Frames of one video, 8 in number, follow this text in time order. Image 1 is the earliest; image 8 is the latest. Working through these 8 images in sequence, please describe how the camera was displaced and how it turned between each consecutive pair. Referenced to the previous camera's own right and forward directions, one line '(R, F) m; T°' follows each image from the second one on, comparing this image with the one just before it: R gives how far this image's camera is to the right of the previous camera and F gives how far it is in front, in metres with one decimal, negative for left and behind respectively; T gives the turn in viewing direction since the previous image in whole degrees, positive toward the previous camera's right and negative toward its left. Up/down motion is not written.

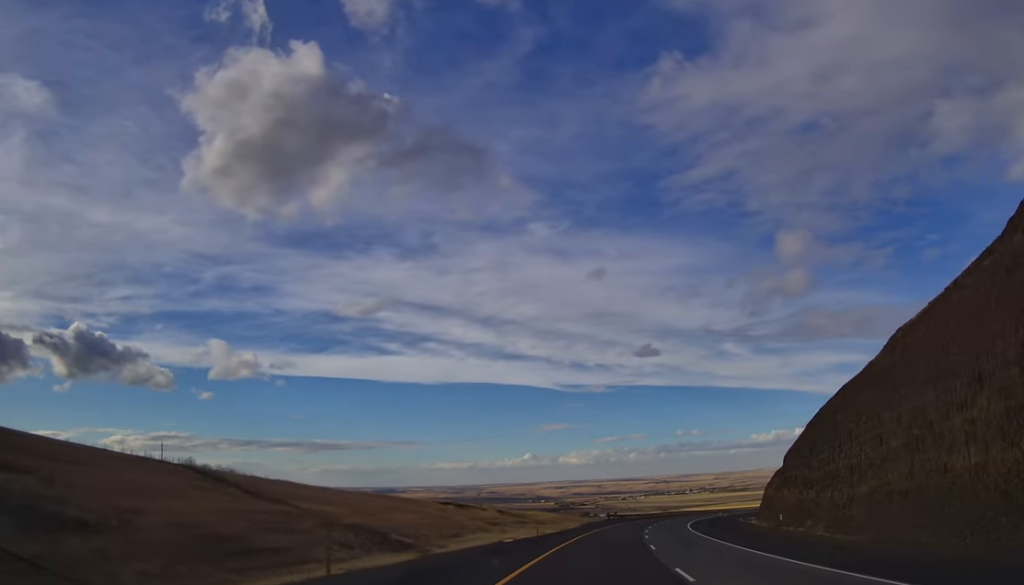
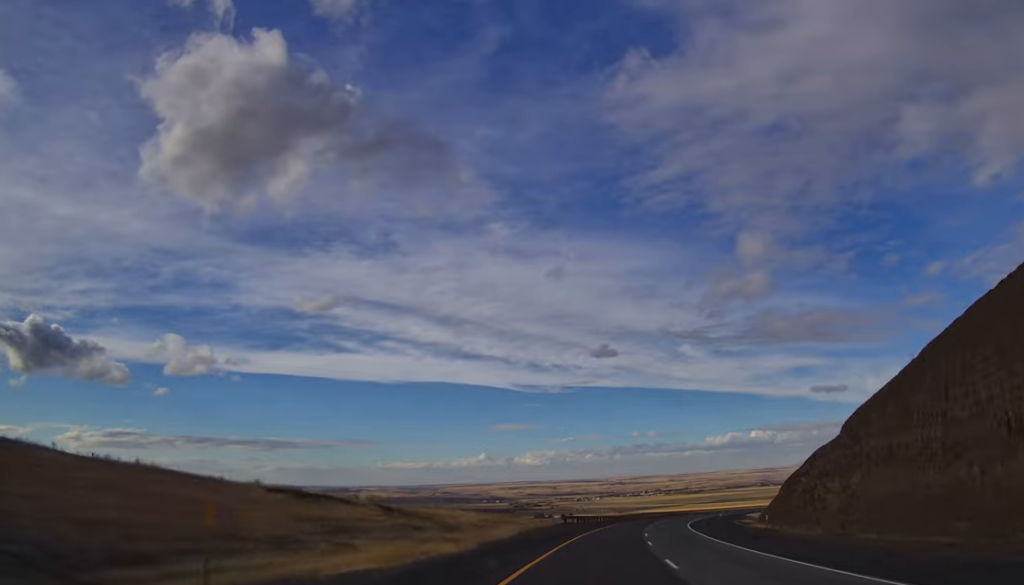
(+1.9, +33.4) m; +6°
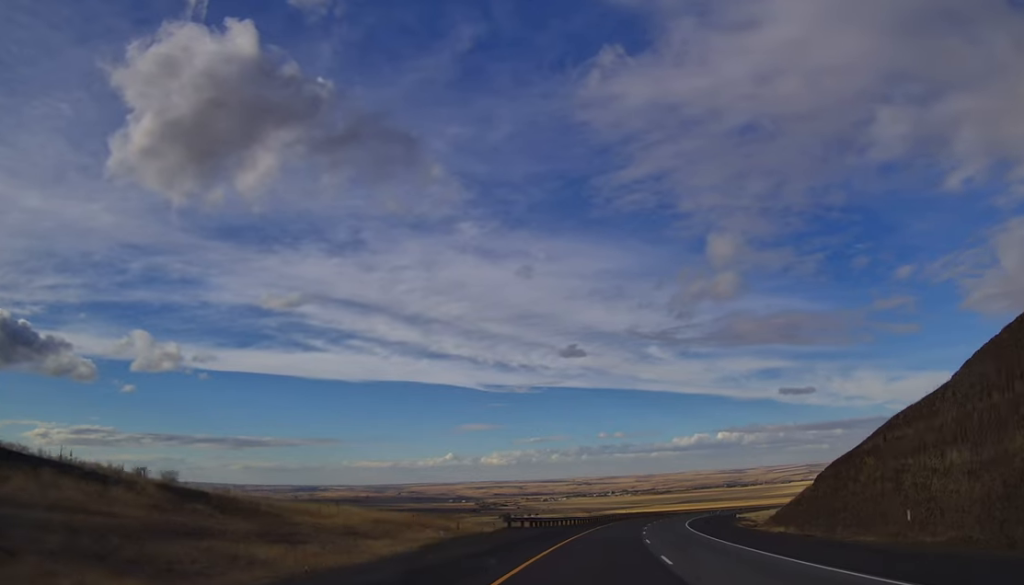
(+0.9, +23.9) m; +4°
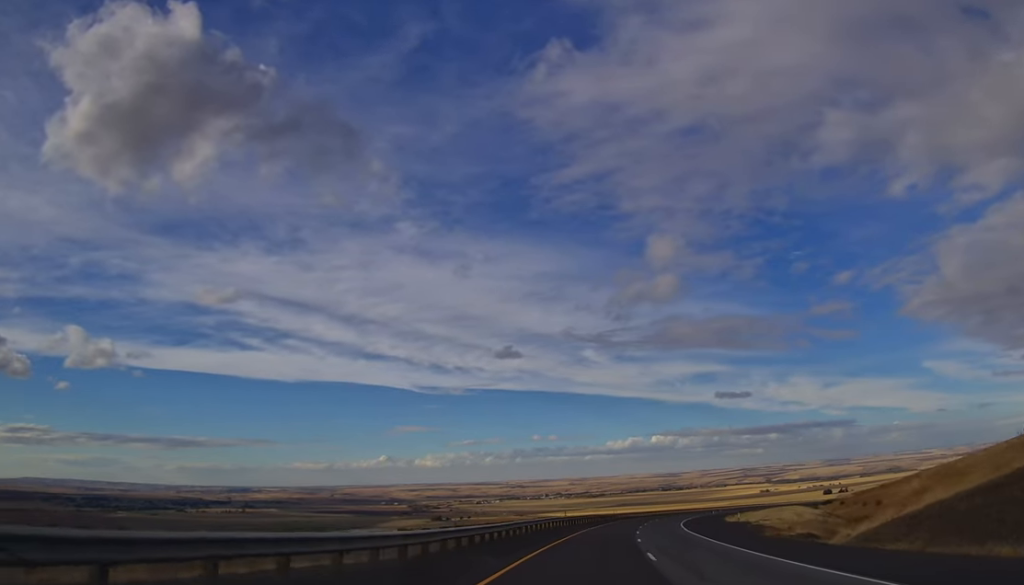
(+2.4, +48.2) m; +5°
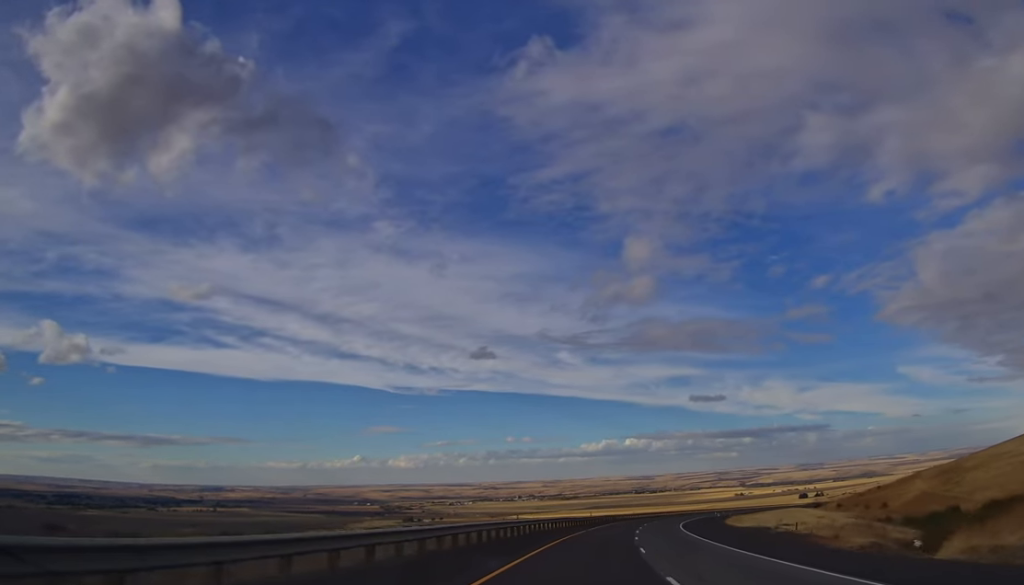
(+0.4, +20.9) m; +2°
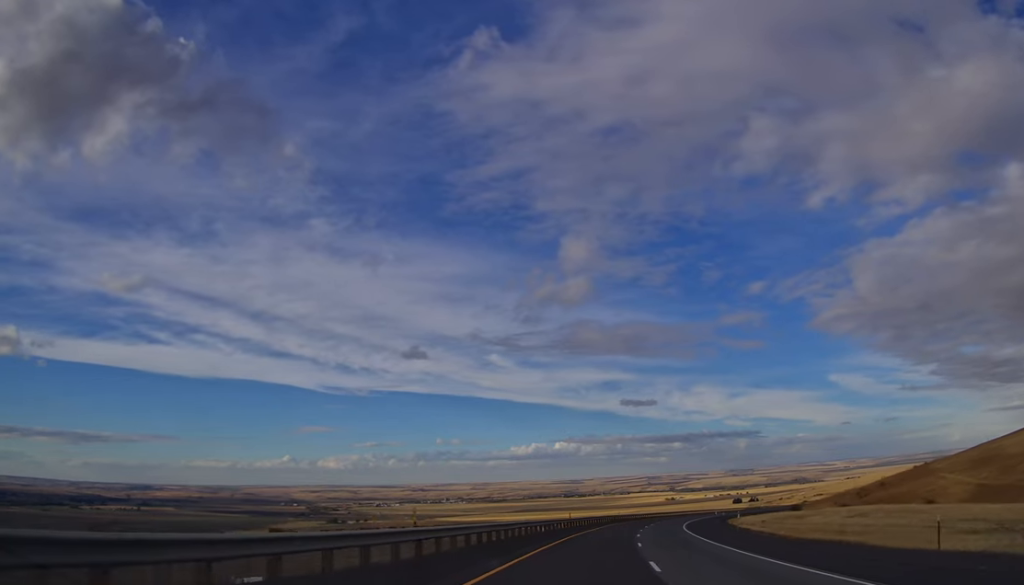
(+2.8, +57.4) m; +6°
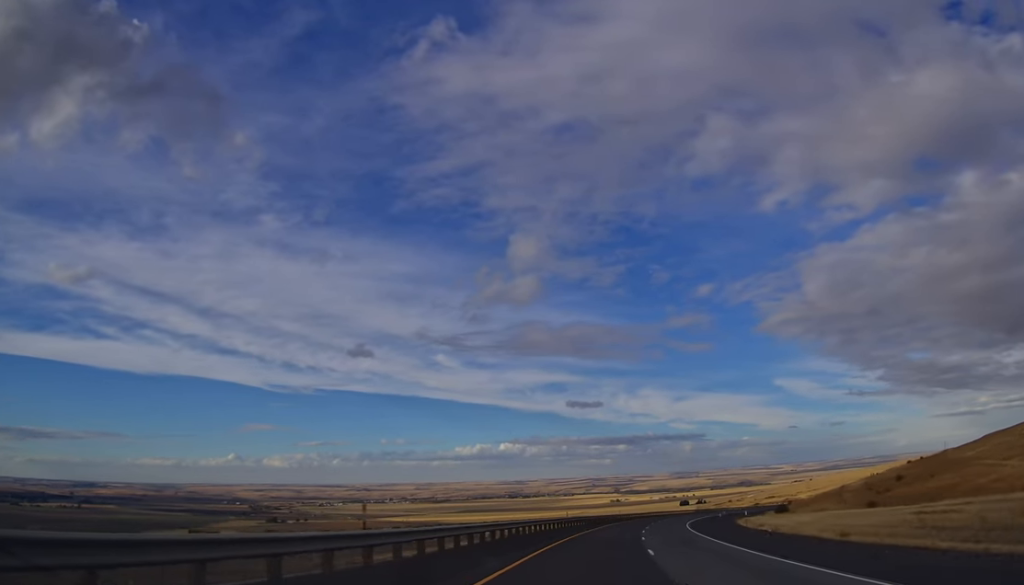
(+1.9, +44.6) m; +4°
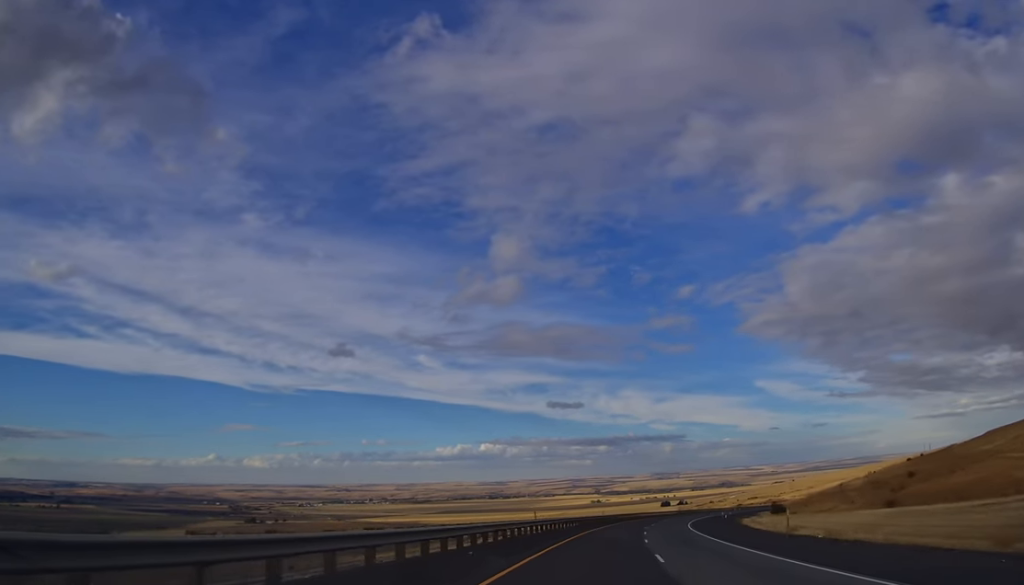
(-0.2, +15.6) m; +2°
